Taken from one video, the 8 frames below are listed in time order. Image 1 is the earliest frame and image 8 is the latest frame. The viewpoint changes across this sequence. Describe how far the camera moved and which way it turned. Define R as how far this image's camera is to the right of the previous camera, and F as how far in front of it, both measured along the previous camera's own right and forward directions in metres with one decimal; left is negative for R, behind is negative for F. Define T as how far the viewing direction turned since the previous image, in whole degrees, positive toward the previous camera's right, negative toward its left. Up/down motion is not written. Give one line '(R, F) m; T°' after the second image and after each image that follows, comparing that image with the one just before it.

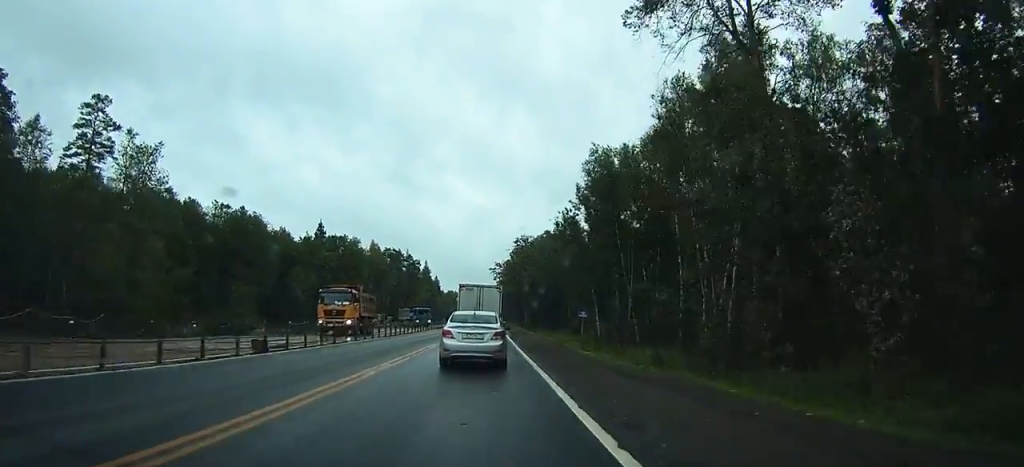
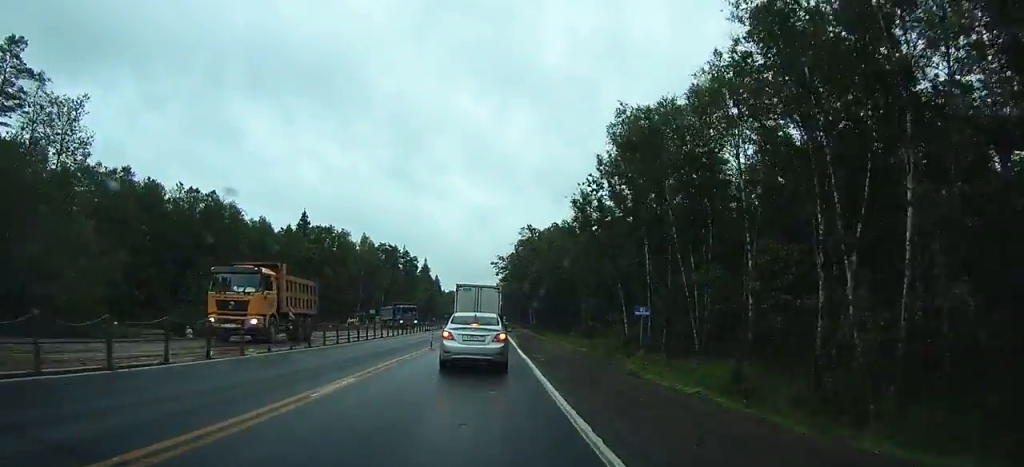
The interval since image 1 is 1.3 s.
(+0.2, +15.8) m; 0°
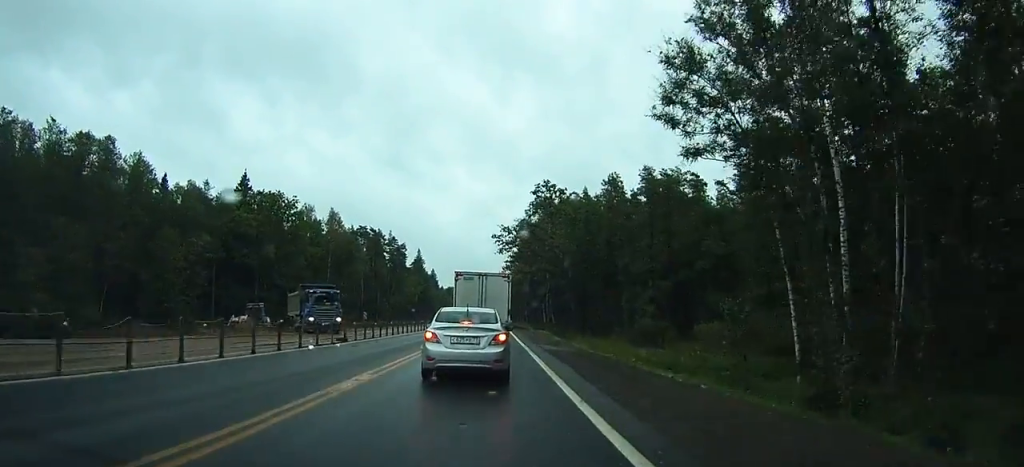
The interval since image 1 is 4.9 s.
(-0.5, +36.4) m; -1°
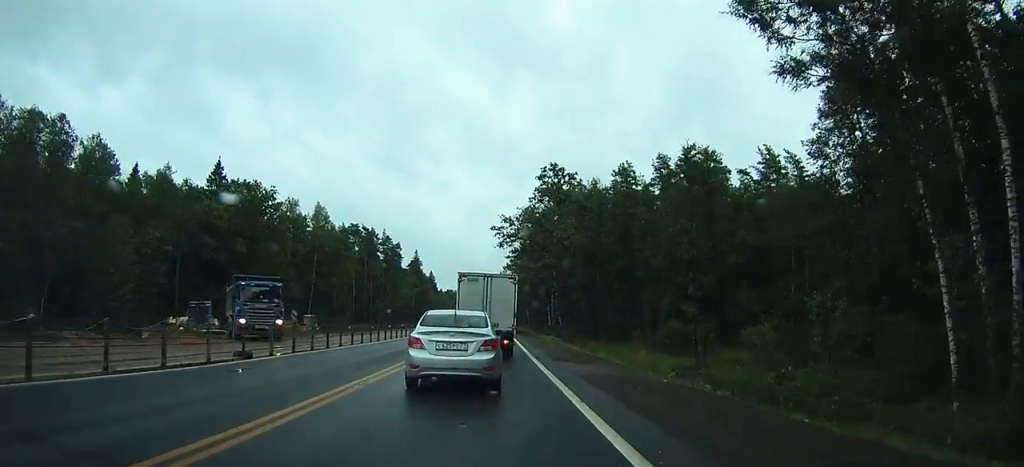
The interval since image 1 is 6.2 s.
(0.0, +11.3) m; 0°
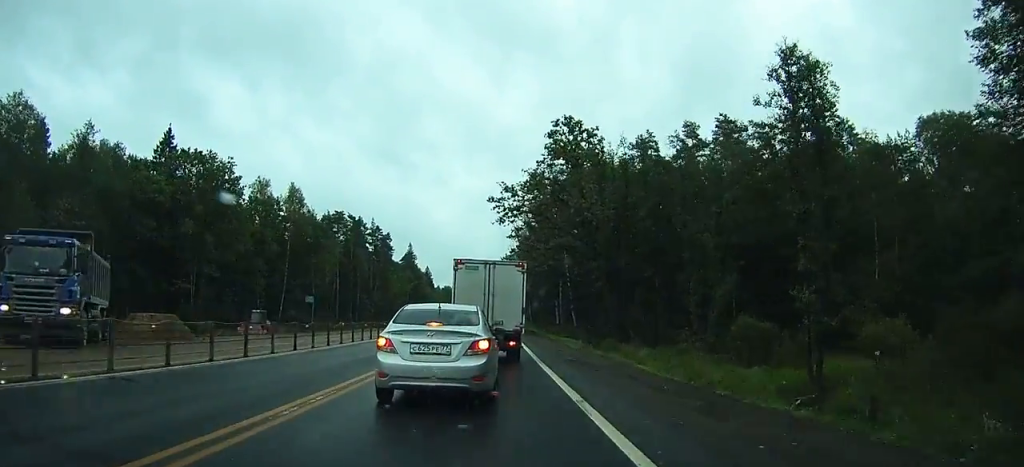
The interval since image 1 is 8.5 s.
(0.0, +16.1) m; +1°
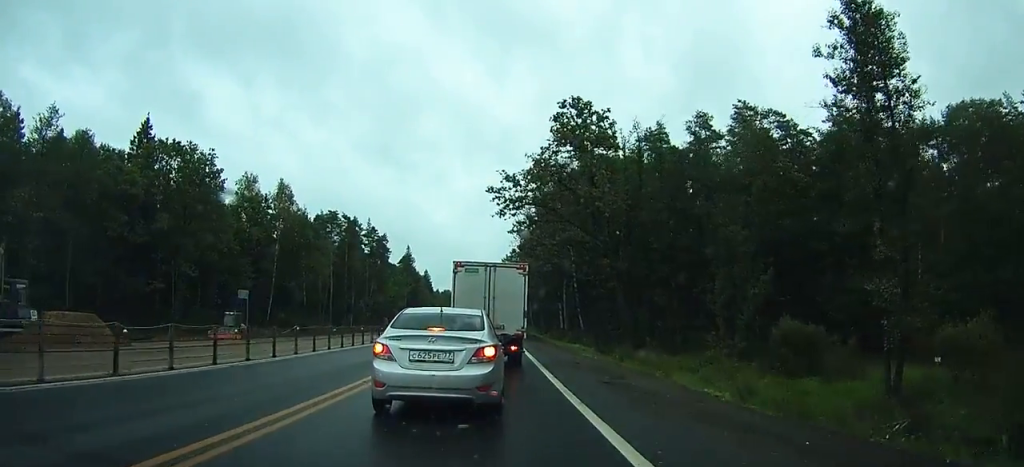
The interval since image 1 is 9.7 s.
(0.0, +7.2) m; +2°
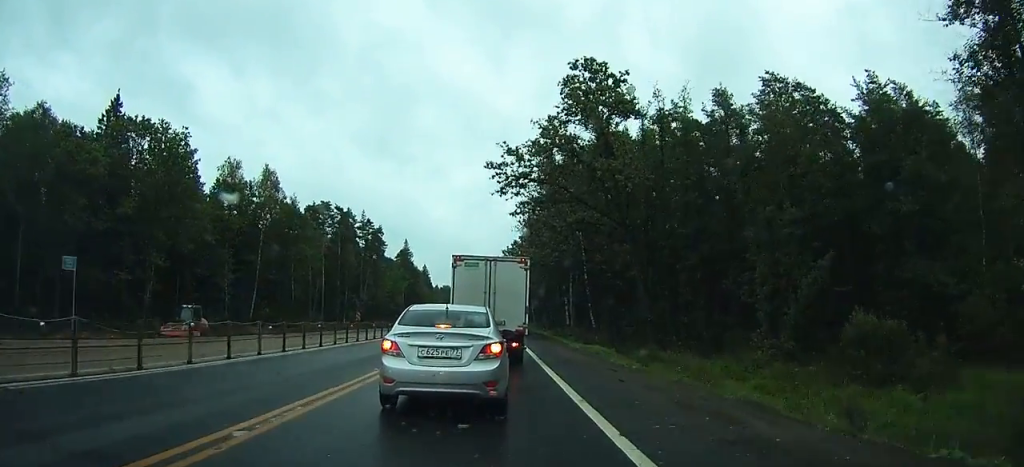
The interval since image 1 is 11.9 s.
(+0.3, +8.9) m; +3°
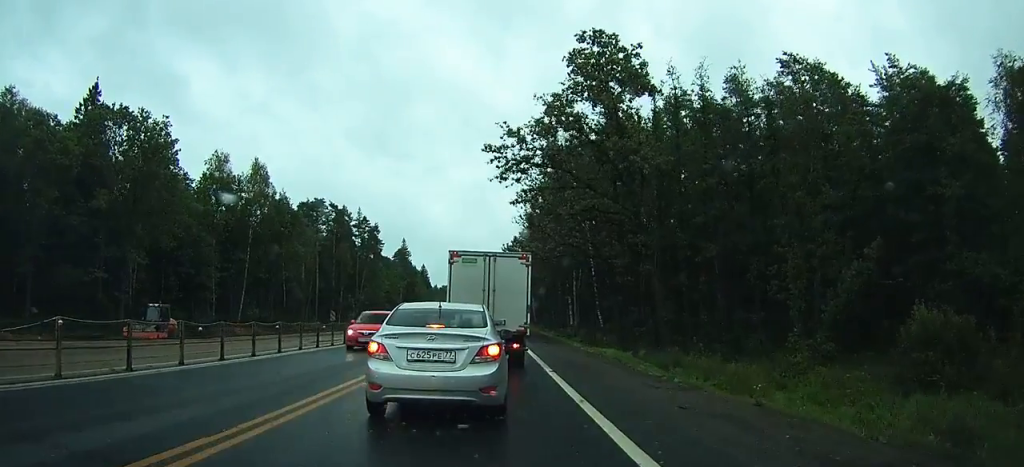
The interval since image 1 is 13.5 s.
(+0.2, +4.9) m; 0°
